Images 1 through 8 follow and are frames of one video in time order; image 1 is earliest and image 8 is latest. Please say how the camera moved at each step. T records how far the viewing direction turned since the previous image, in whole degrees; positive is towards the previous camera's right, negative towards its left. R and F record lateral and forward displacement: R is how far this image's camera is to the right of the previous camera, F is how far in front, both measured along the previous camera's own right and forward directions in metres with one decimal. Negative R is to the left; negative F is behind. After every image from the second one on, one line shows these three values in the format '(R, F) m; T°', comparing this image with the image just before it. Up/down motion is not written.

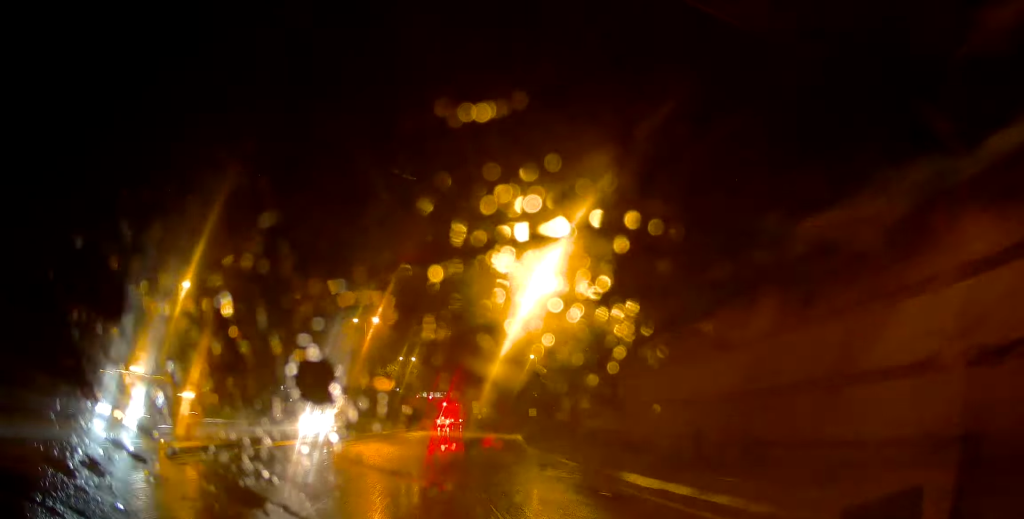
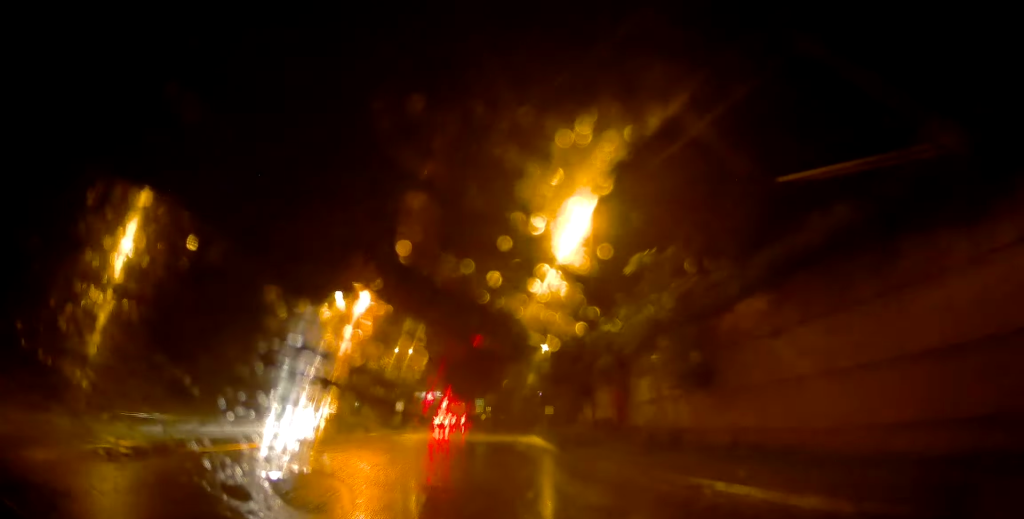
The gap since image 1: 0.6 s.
(+0.1, +11.2) m; +1°
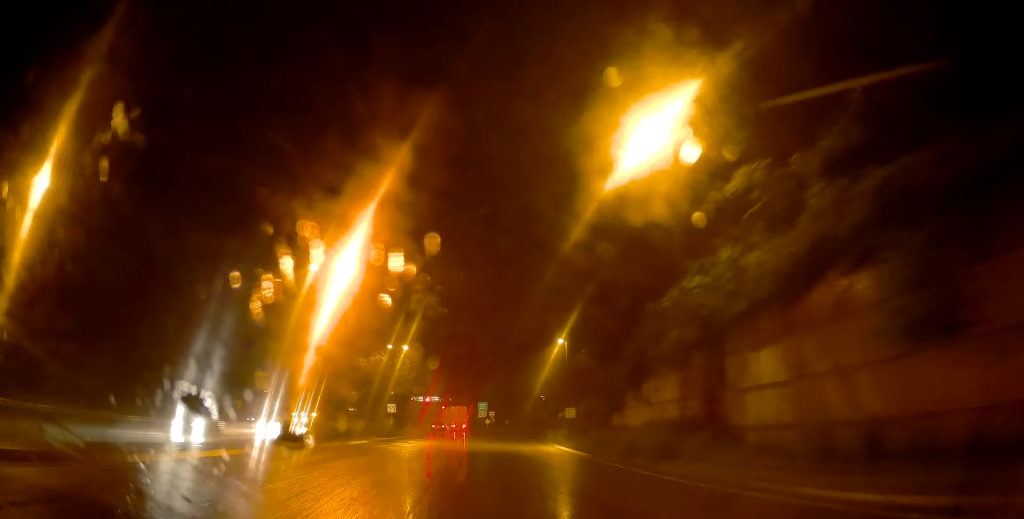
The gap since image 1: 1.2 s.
(0.0, +11.0) m; 0°
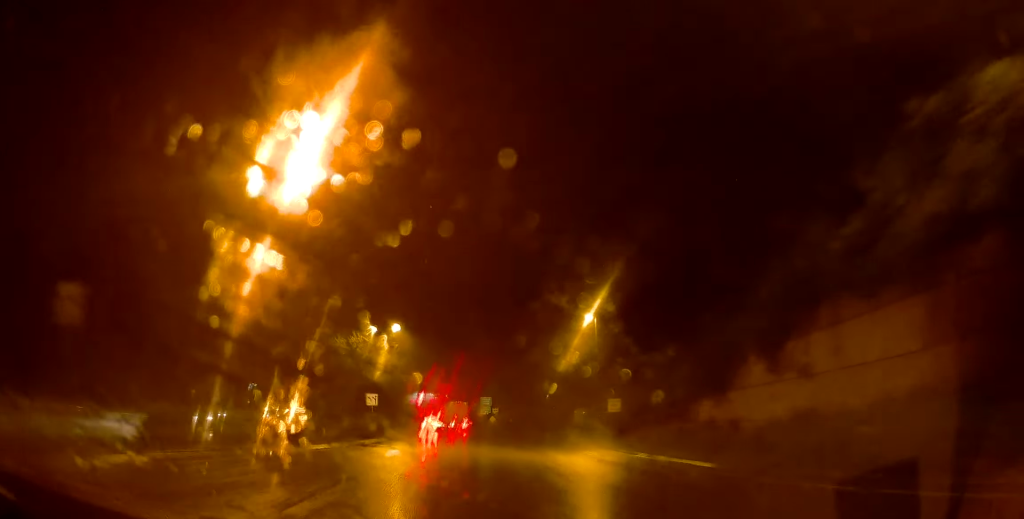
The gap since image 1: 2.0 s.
(0.0, +15.1) m; -1°
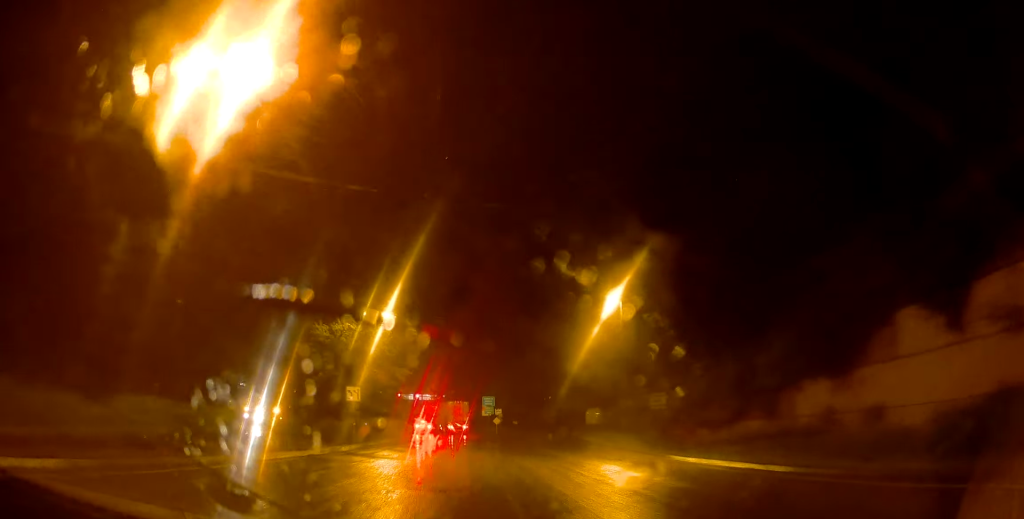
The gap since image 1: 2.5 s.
(+0.1, +9.0) m; -1°
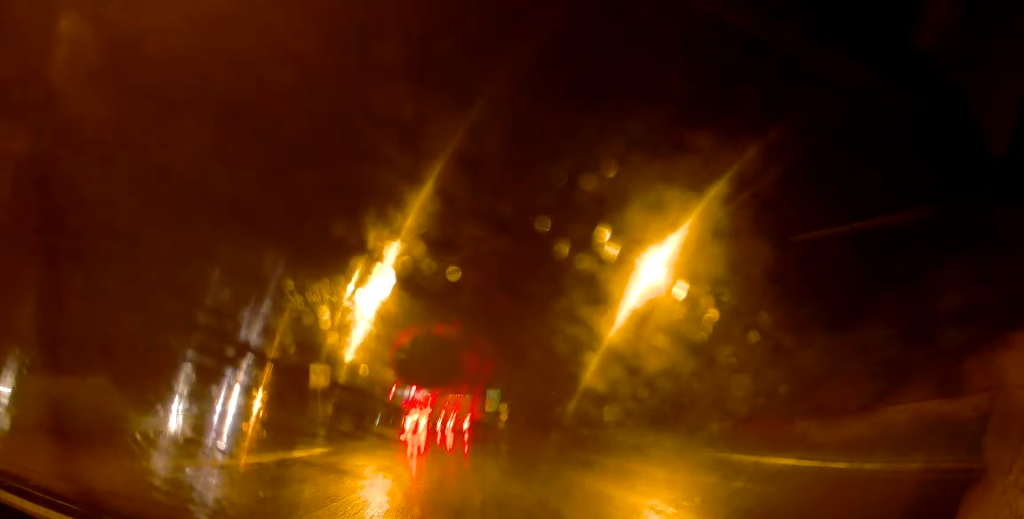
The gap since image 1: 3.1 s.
(-0.3, +9.8) m; 0°
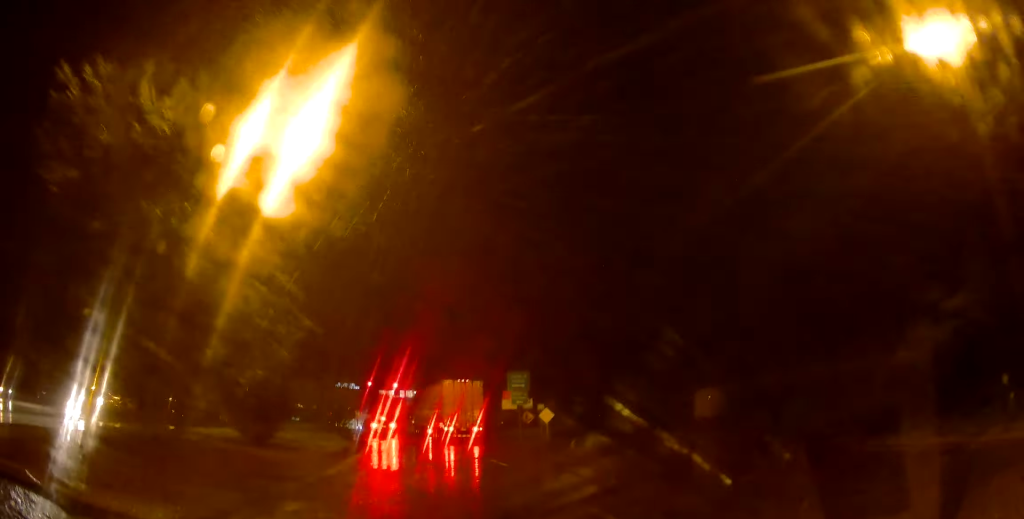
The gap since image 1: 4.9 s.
(+0.6, +29.6) m; +1°
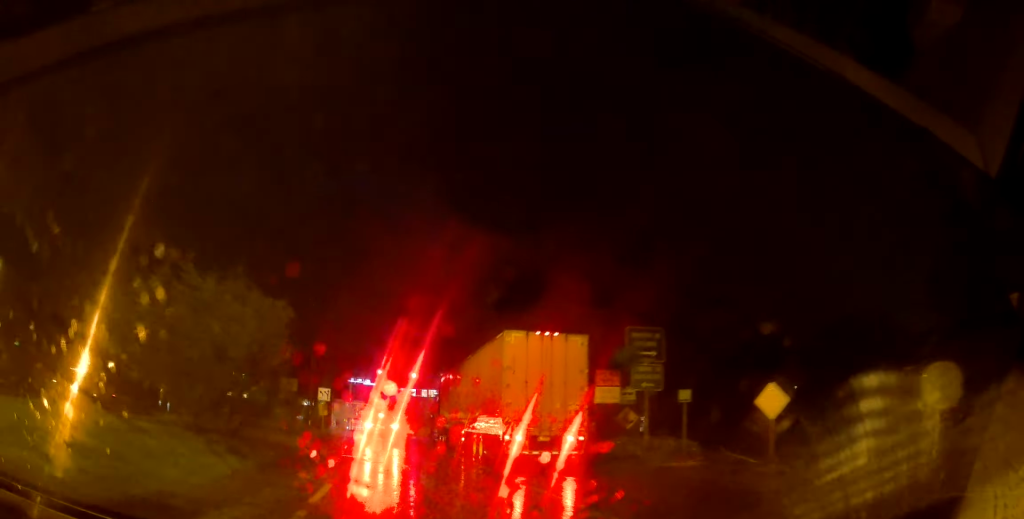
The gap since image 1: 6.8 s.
(-0.7, +25.2) m; -1°
